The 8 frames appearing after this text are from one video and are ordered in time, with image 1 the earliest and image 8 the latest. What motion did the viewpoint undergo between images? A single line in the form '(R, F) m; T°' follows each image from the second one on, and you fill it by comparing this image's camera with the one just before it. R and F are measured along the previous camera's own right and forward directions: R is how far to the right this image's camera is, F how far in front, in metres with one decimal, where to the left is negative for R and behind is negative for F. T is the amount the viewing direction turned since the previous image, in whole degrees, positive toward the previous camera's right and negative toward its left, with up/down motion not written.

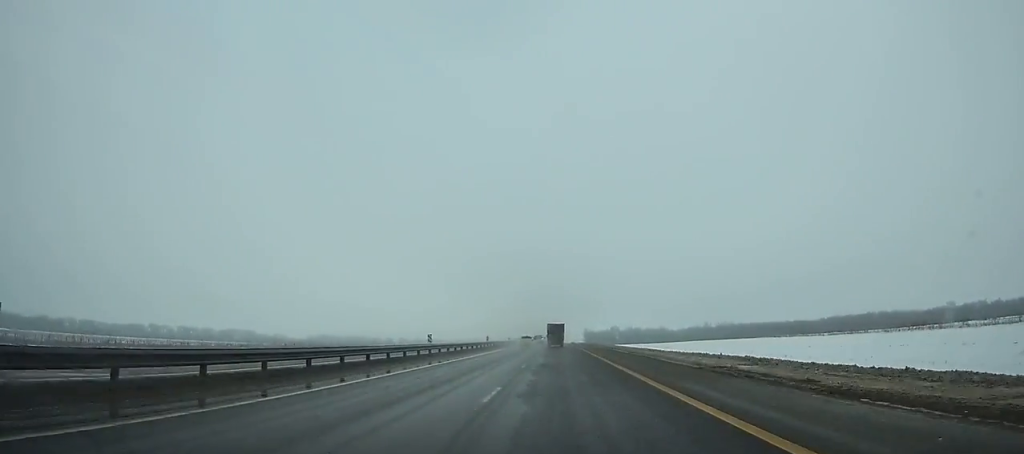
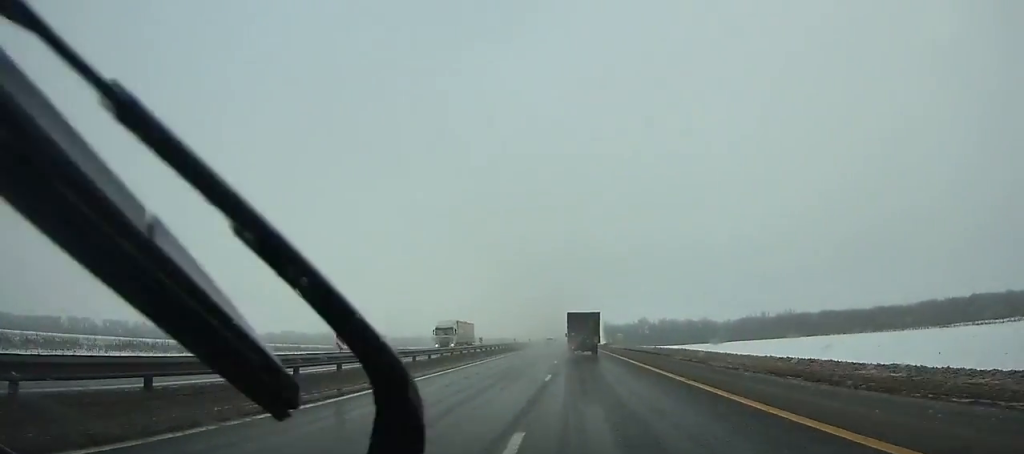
(-0.9, +137.9) m; -1°
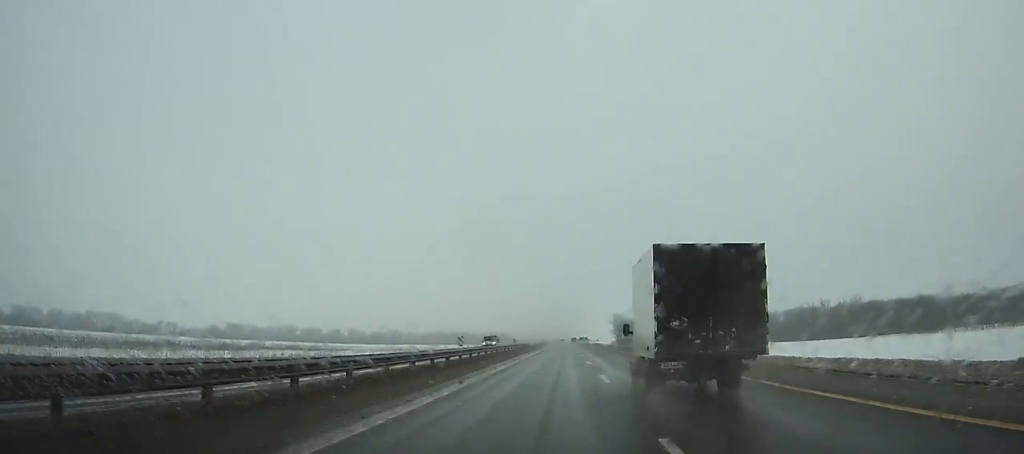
(-0.7, +107.1) m; +1°
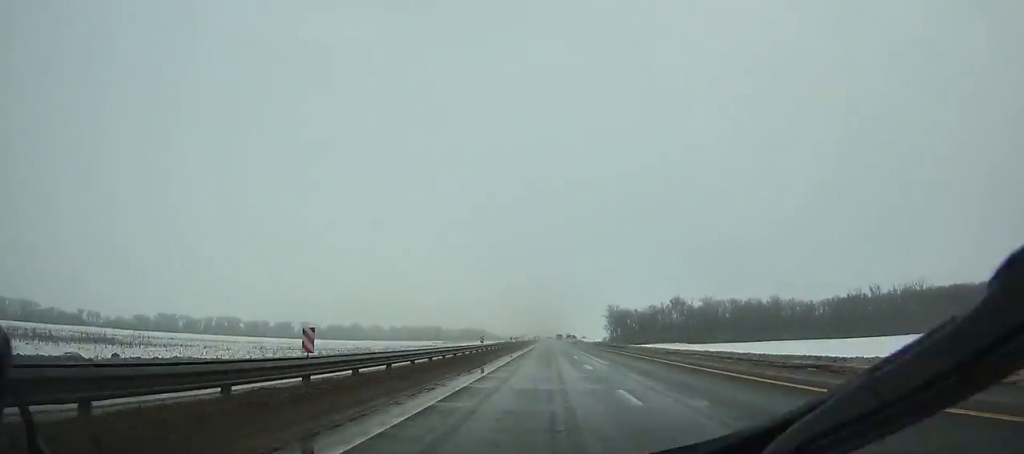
(+1.2, +76.6) m; +2°
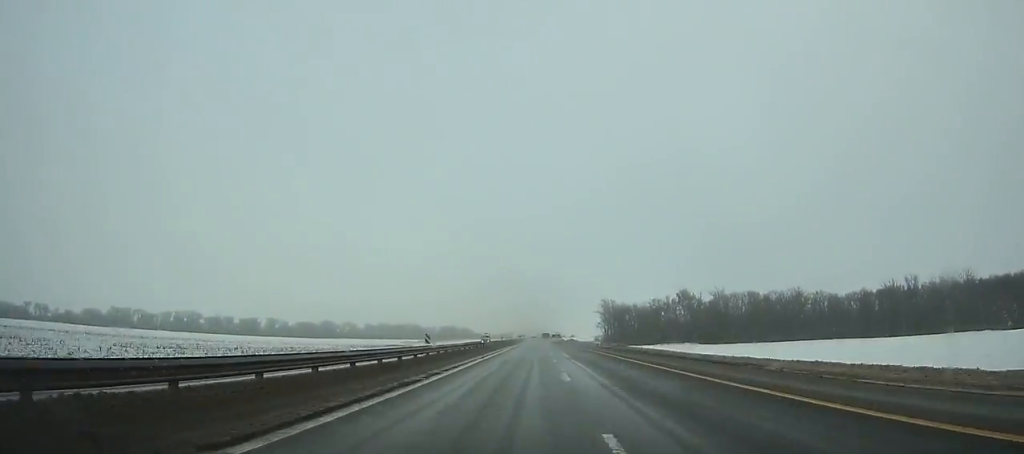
(+0.4, +40.5) m; 0°
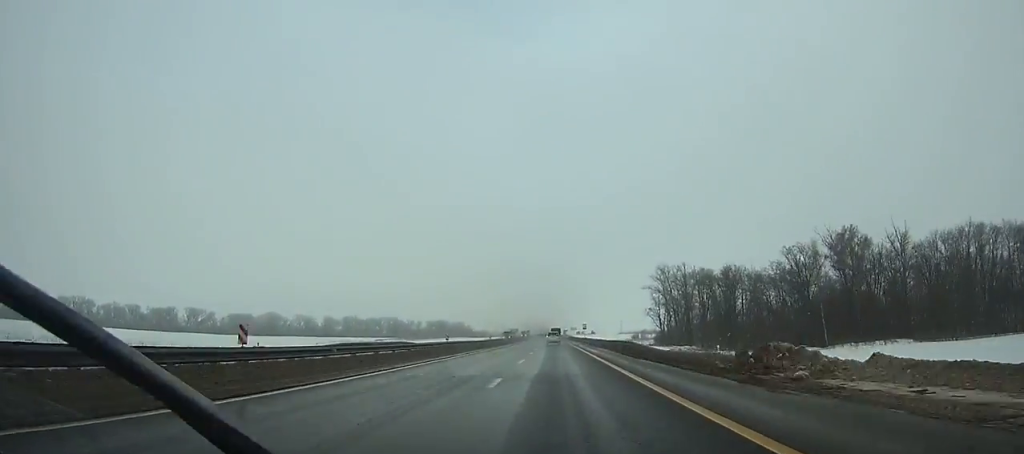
(-0.5, +134.2) m; -1°
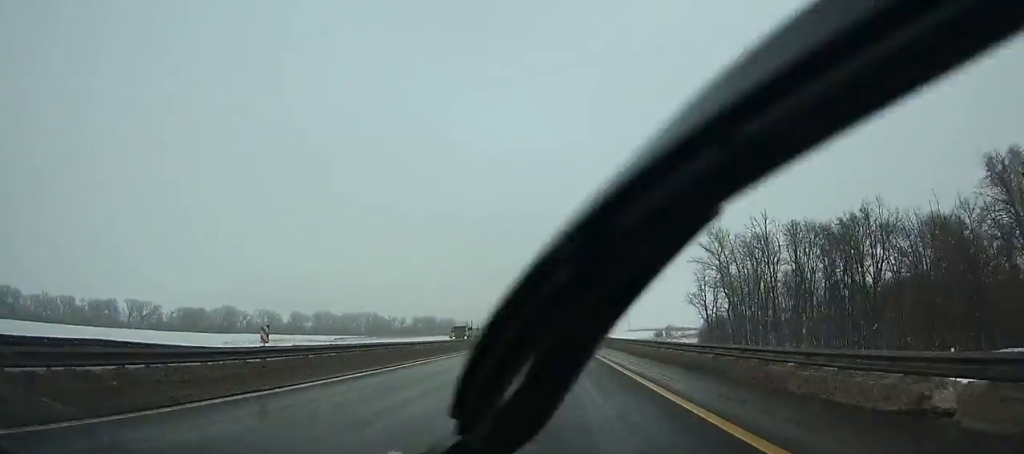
(0.0, +58.5) m; -1°
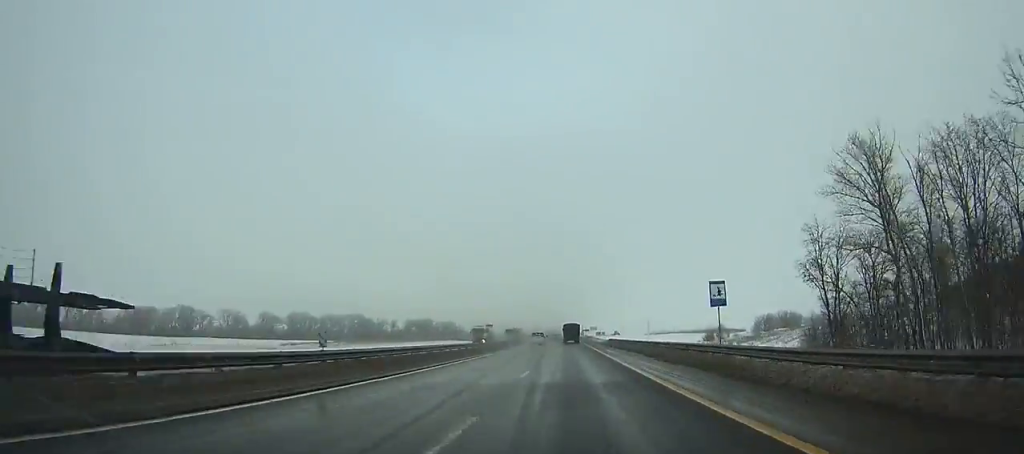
(-0.4, +56.0) m; -1°
